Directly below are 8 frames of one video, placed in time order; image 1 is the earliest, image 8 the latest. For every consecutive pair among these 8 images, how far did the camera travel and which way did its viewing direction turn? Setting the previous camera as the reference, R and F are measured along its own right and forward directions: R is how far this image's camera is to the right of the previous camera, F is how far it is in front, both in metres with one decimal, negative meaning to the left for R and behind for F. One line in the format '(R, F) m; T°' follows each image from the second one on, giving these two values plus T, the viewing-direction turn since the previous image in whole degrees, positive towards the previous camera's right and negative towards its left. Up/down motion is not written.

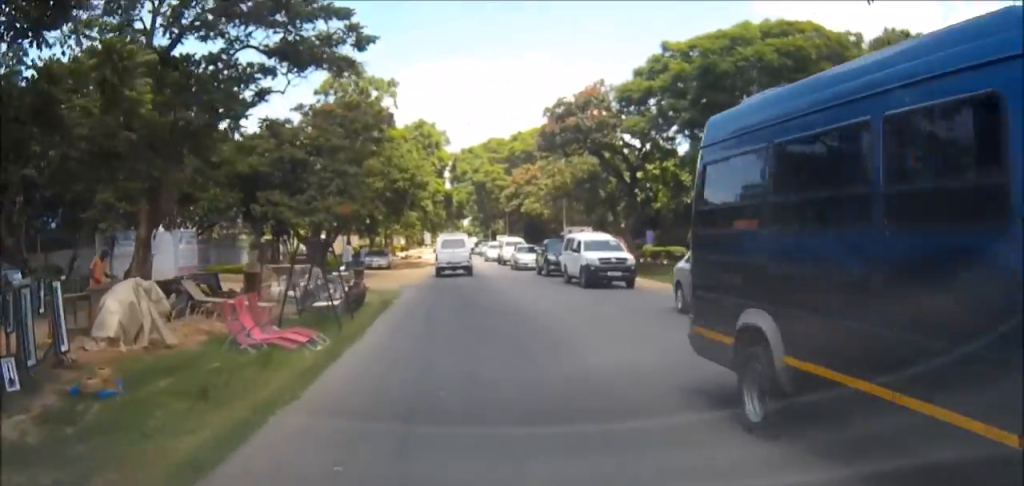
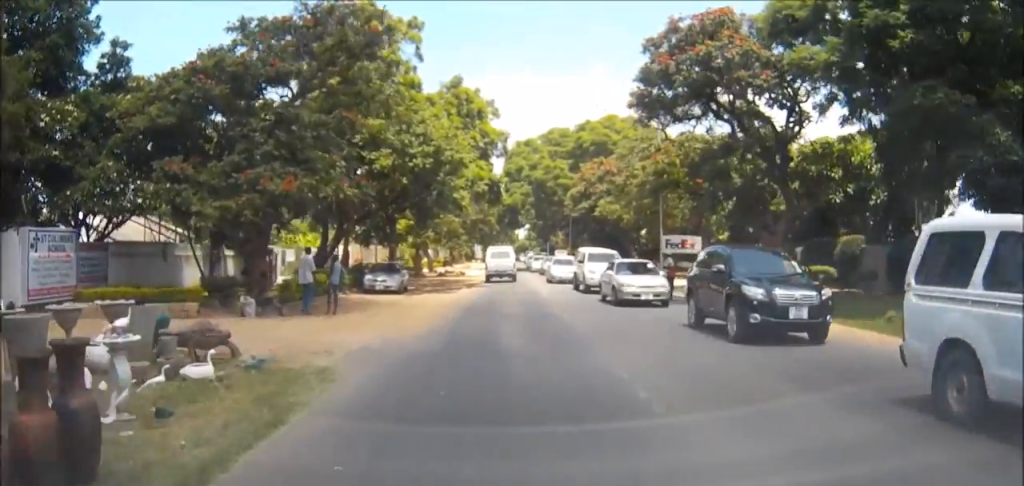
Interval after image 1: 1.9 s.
(-0.7, +16.7) m; -4°
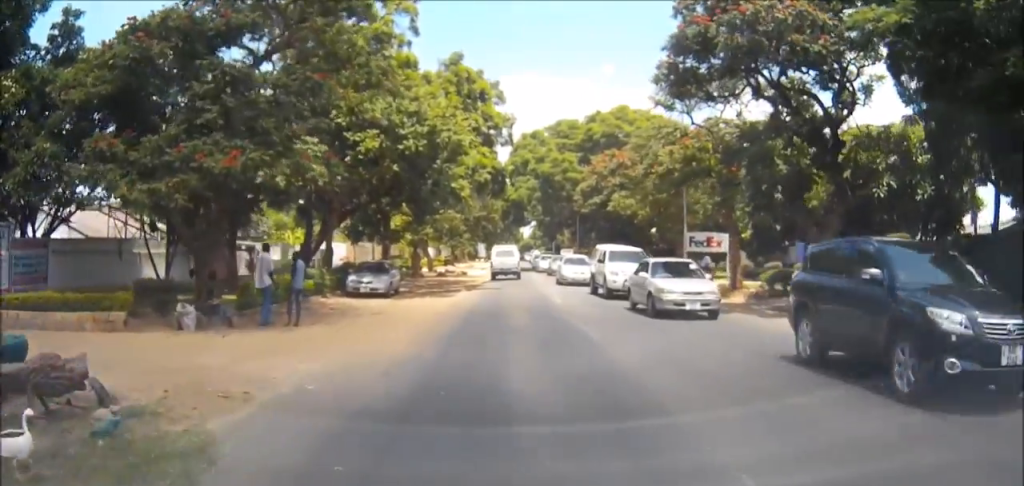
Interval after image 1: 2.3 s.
(-0.1, +4.3) m; 0°
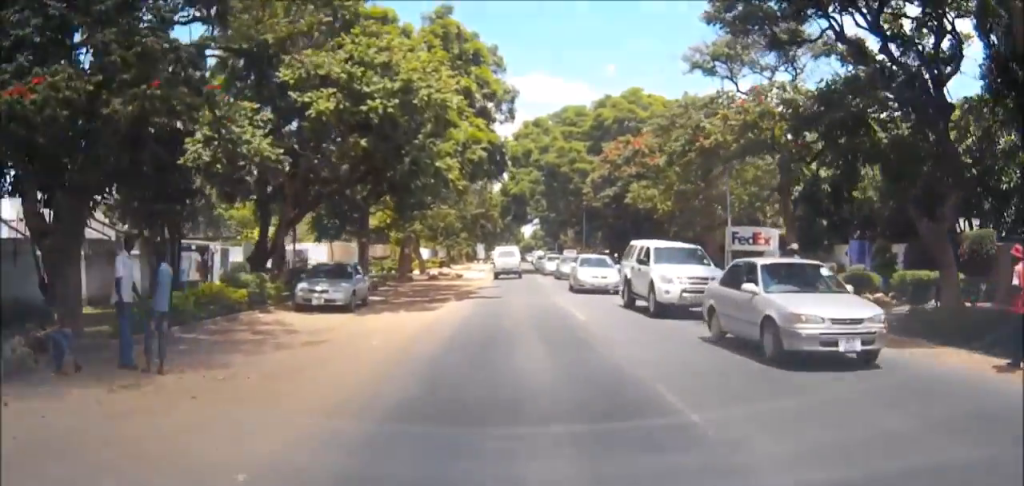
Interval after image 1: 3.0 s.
(-0.2, +6.7) m; +1°
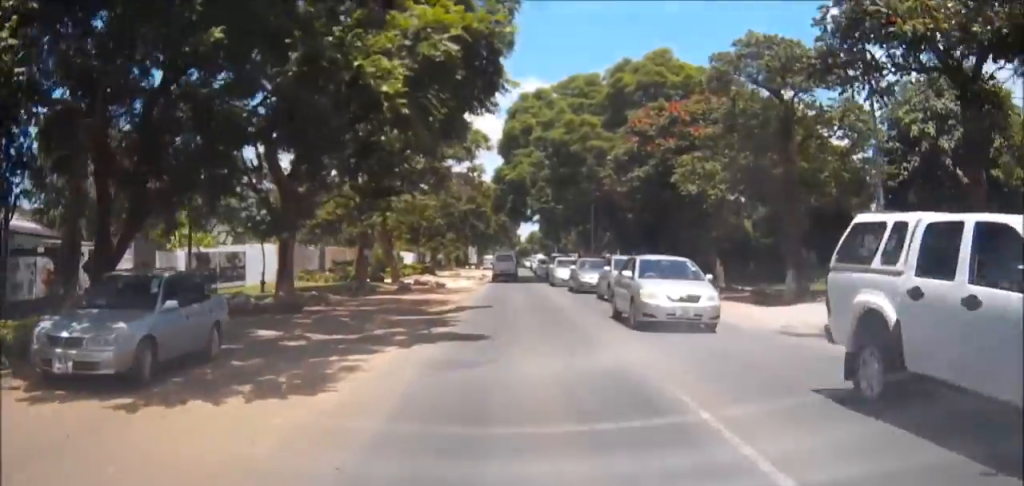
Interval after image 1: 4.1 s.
(+0.5, +12.0) m; +2°
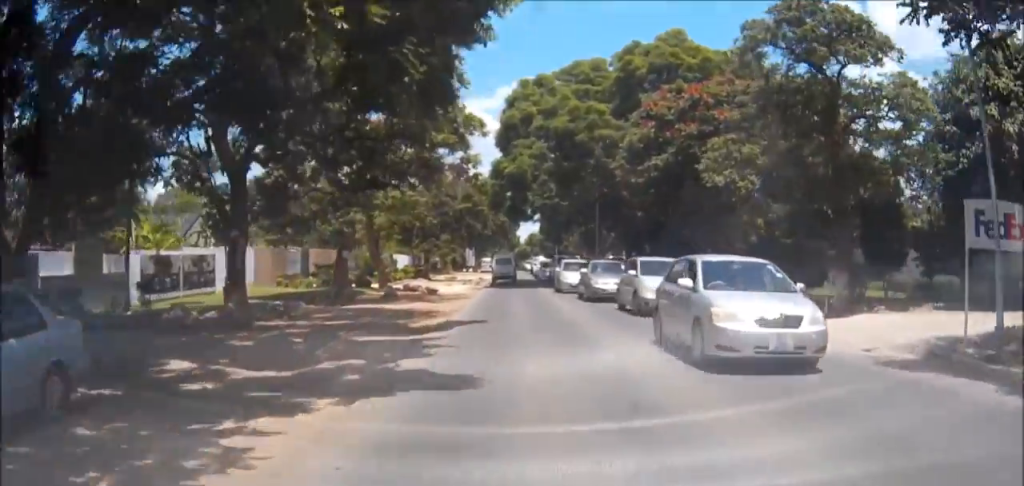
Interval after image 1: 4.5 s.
(0.0, +4.4) m; 0°
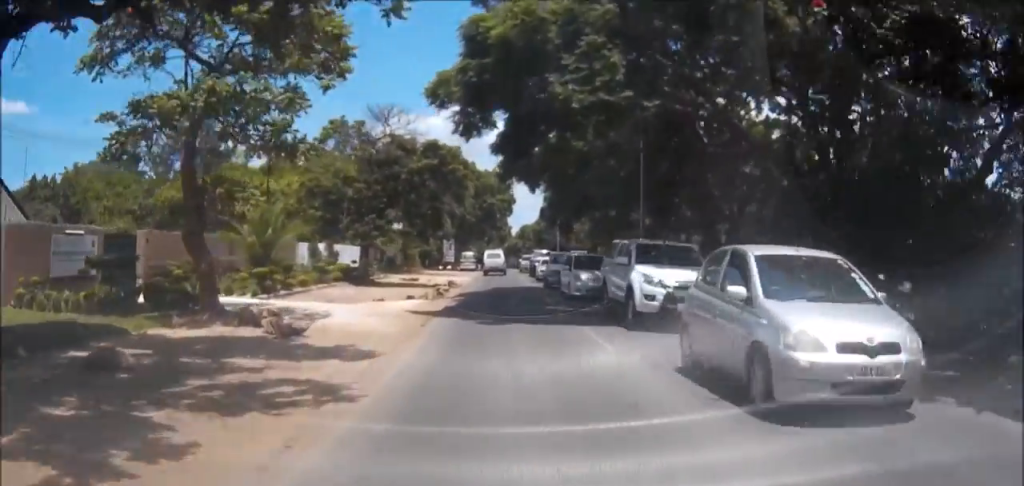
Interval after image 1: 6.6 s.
(+0.3, +23.8) m; +1°
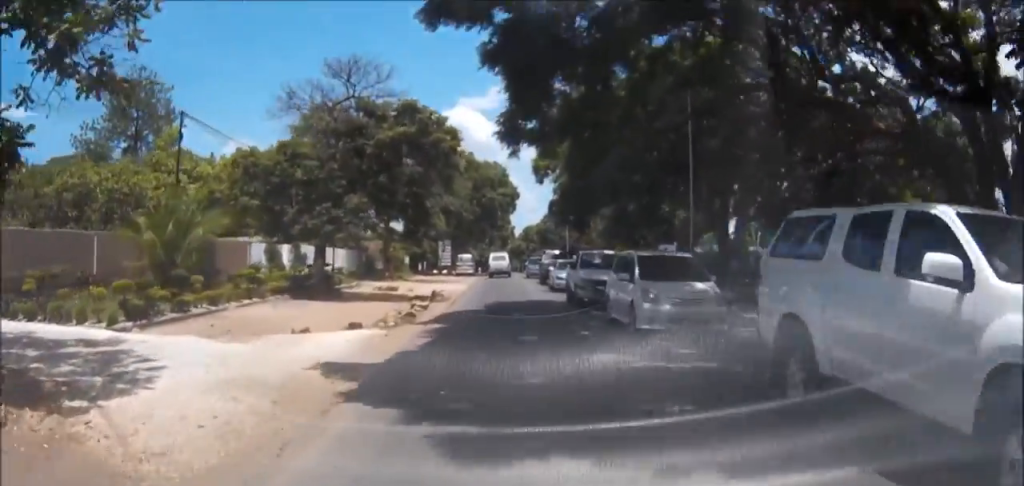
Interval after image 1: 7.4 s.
(0.0, +10.0) m; 0°
